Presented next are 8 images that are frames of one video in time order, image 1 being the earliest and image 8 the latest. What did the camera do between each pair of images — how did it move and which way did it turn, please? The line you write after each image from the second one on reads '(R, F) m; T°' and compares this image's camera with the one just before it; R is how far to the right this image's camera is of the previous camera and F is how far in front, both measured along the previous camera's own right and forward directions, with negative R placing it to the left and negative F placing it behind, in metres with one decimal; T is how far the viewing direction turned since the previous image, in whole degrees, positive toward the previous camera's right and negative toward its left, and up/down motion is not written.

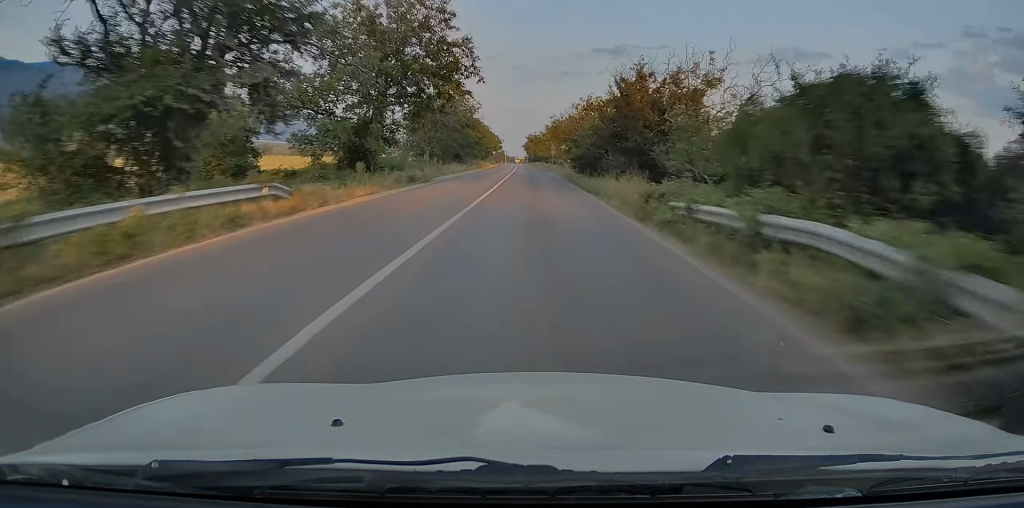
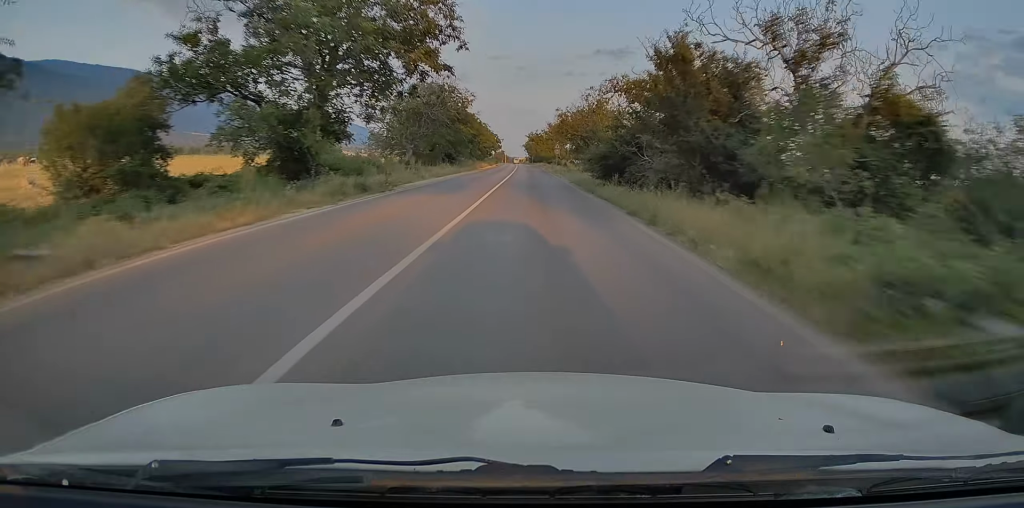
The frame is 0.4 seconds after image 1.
(+0.2, +10.4) m; 0°
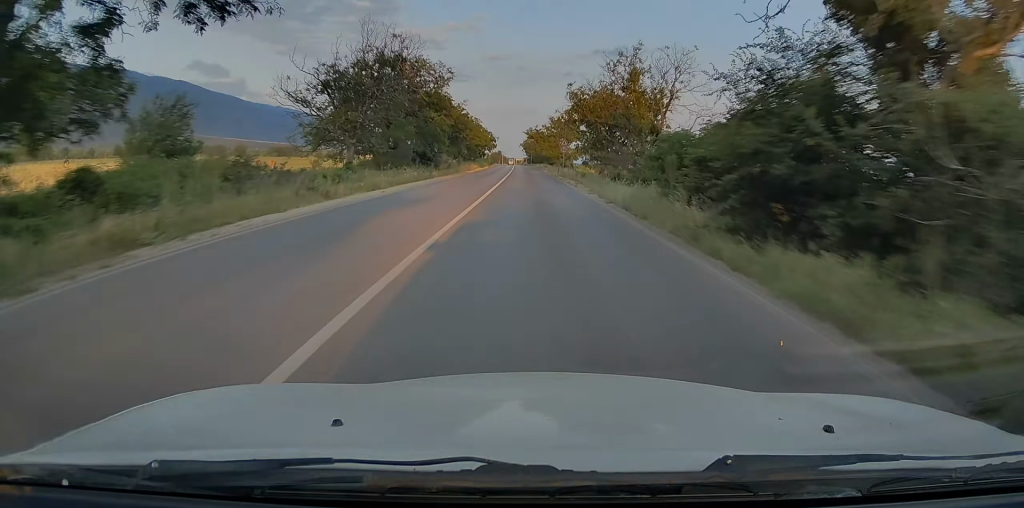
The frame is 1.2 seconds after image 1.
(-0.3, +18.8) m; 0°
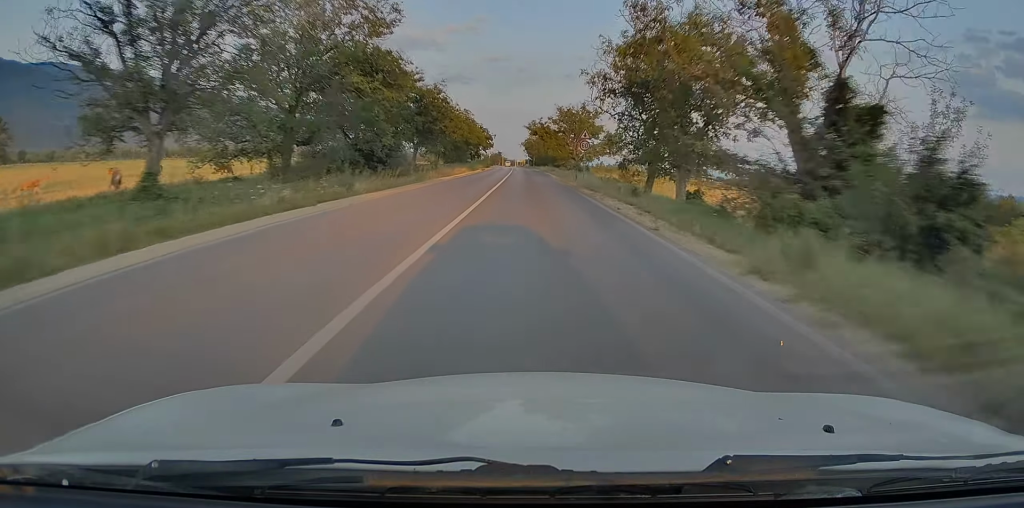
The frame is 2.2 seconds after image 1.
(0.0, +21.4) m; 0°
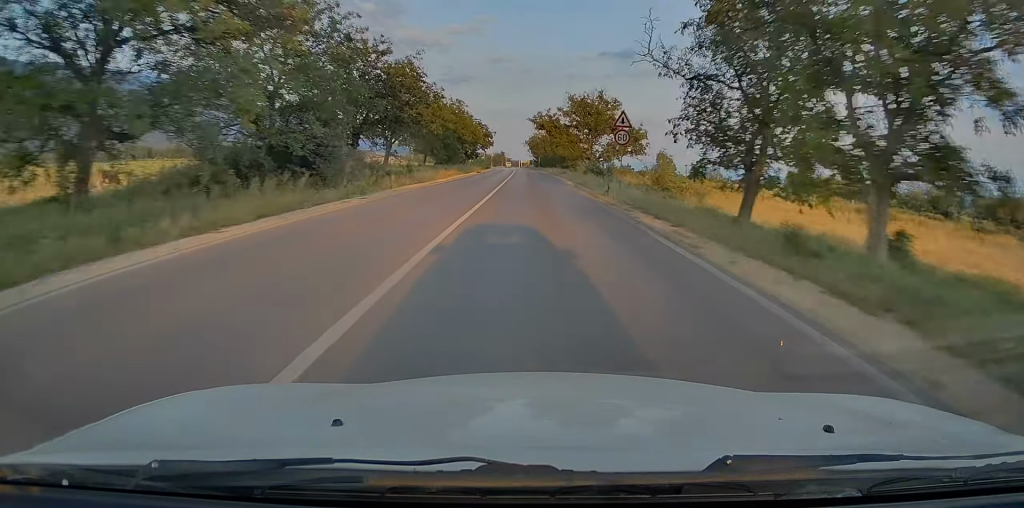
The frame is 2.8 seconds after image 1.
(+0.2, +14.9) m; 0°
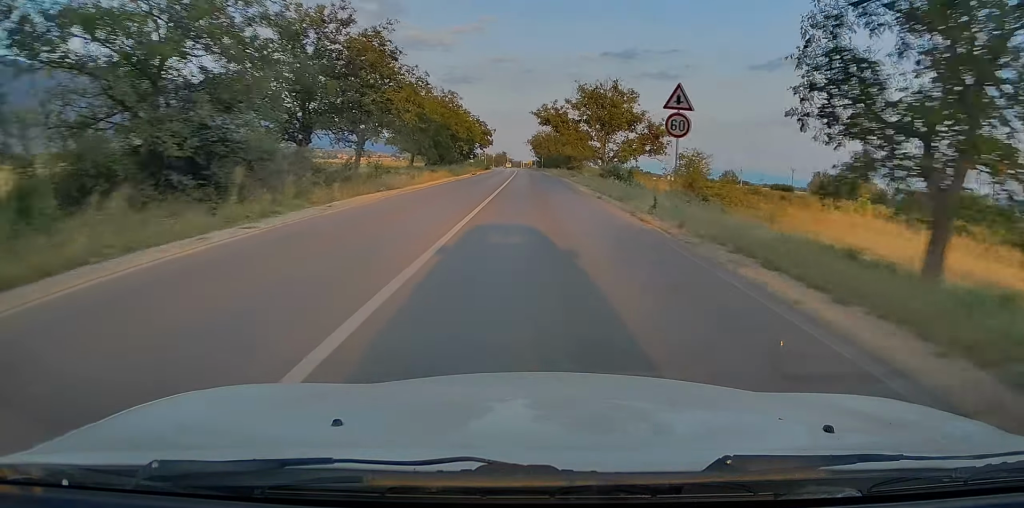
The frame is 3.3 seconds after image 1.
(-0.3, +9.5) m; 0°
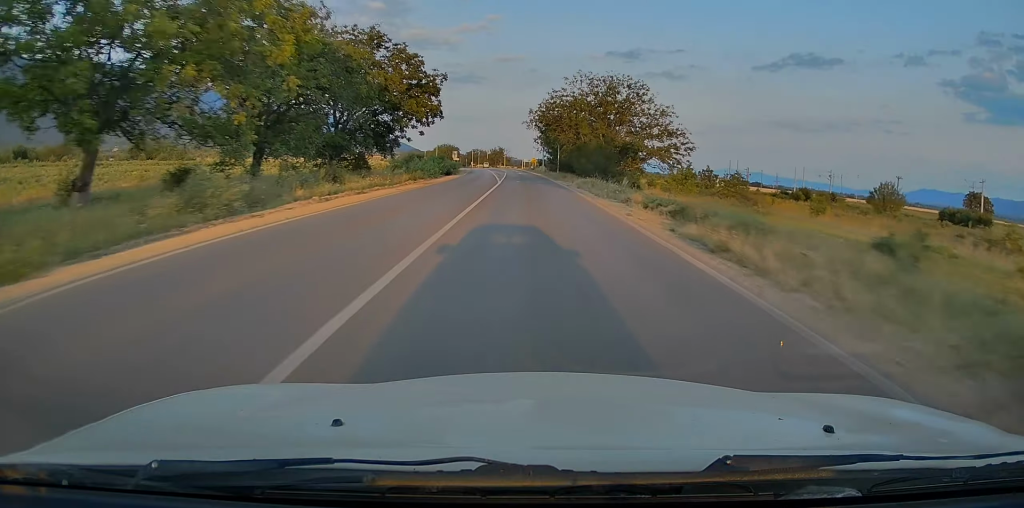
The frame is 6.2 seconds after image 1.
(+0.1, +62.2) m; 0°
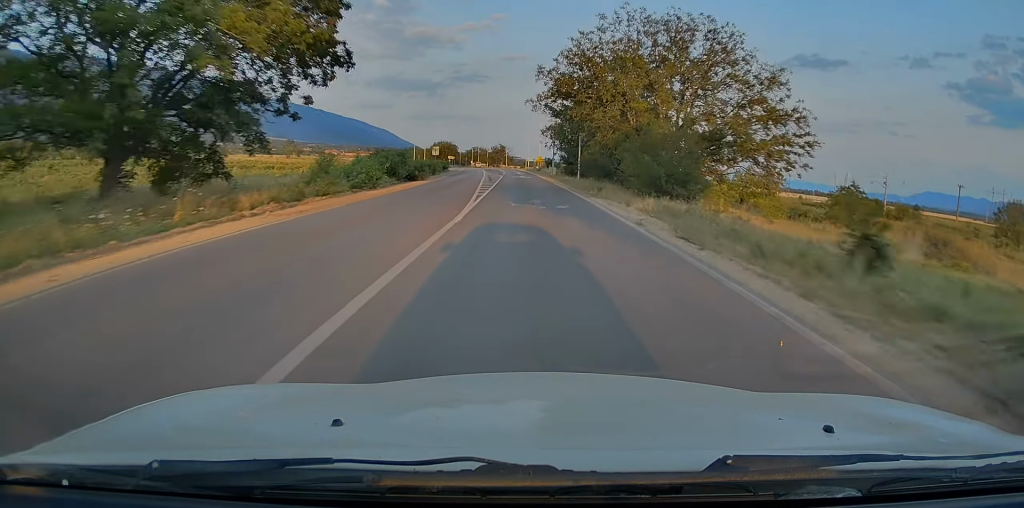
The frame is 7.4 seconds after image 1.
(-0.2, +23.1) m; 0°
